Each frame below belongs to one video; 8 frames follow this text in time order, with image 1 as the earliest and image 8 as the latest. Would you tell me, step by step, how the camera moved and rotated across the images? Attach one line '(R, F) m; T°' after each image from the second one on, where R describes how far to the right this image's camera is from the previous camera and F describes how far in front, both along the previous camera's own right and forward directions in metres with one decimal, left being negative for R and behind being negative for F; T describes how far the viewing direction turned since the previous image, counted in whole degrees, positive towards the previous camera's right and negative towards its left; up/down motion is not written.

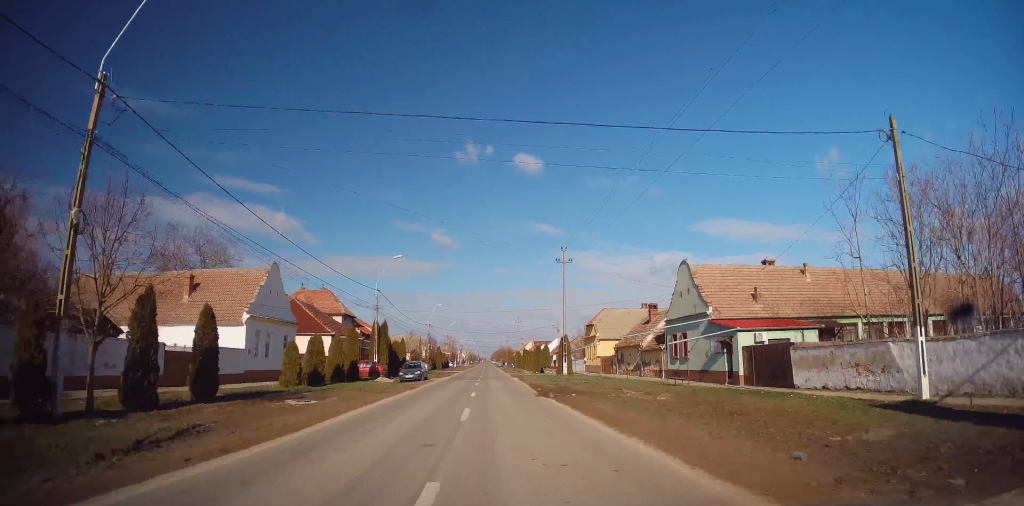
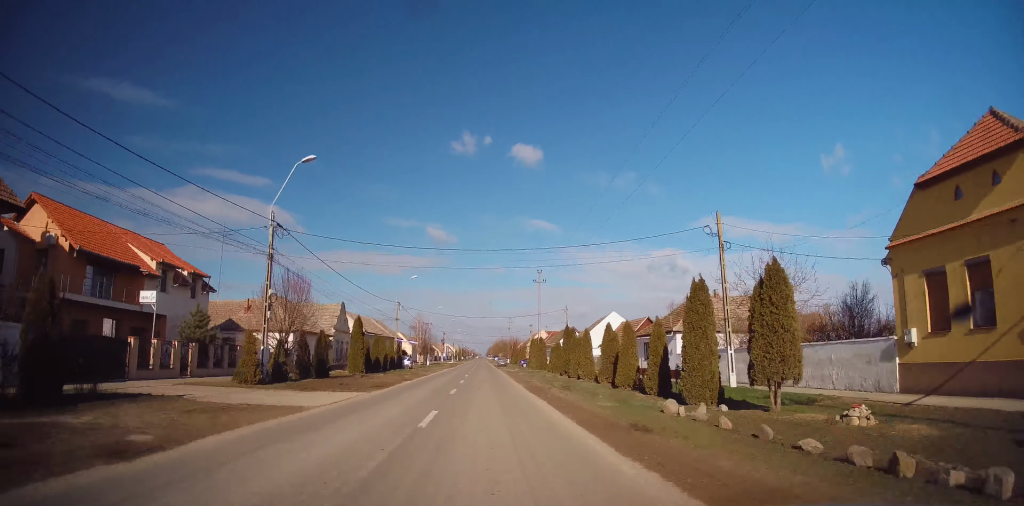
(+0.8, +62.8) m; 0°
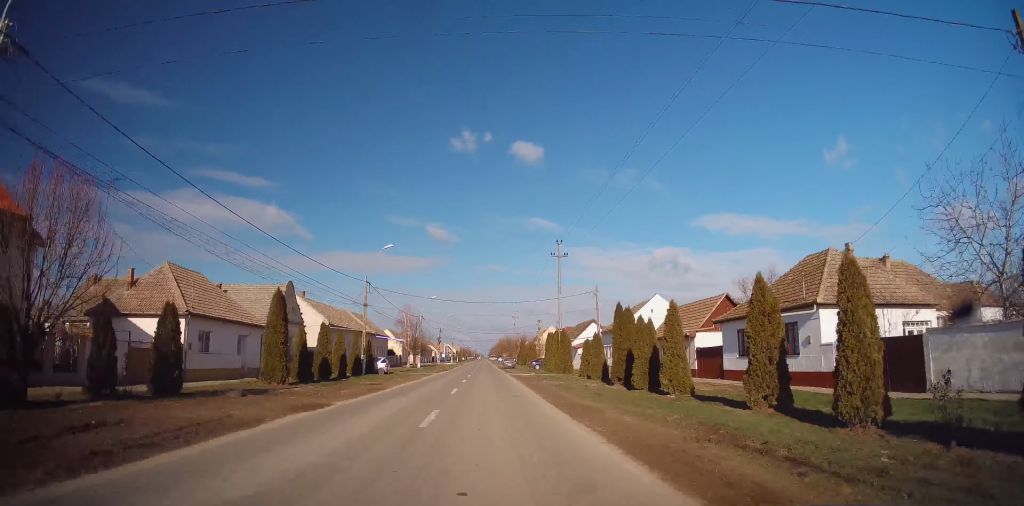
(-0.2, +17.3) m; 0°
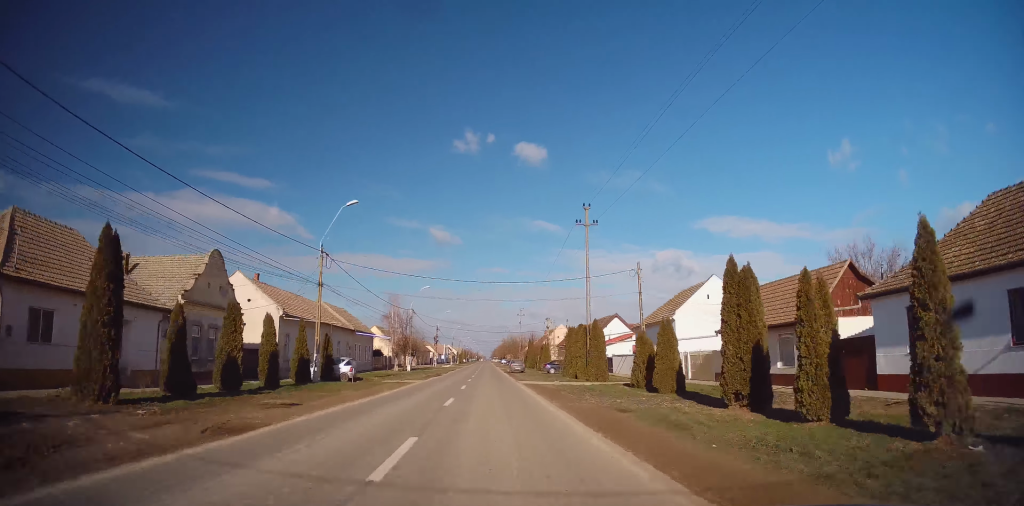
(0.0, +13.3) m; 0°
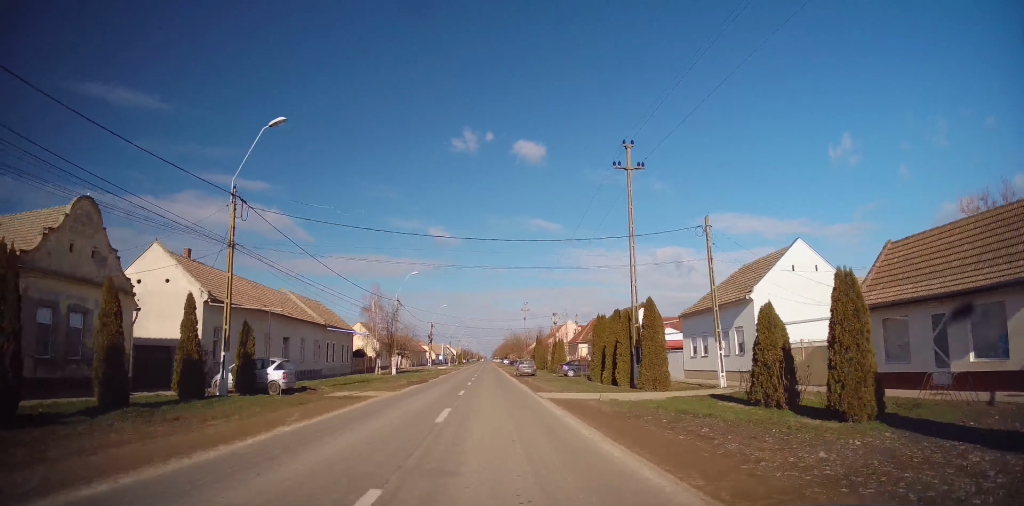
(+0.1, +11.9) m; 0°
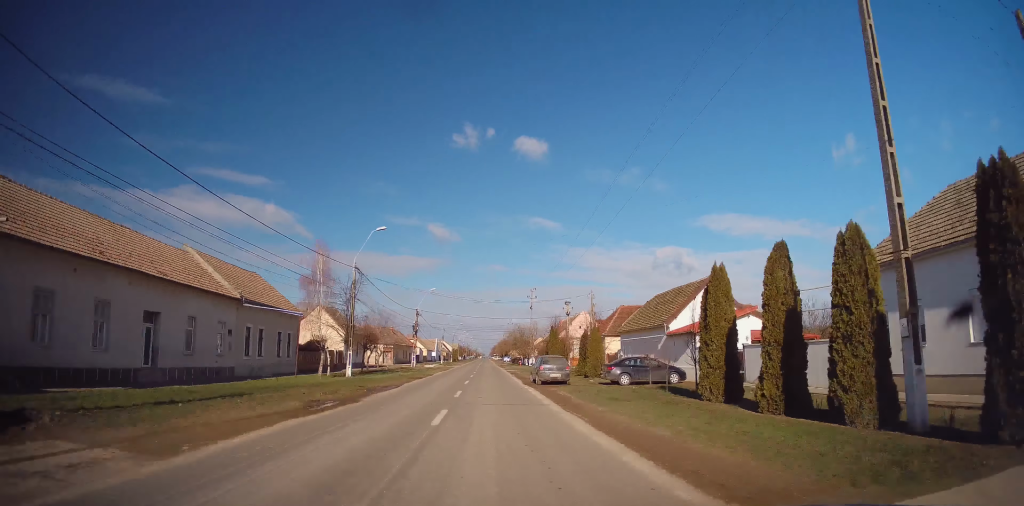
(-0.2, +18.4) m; -1°
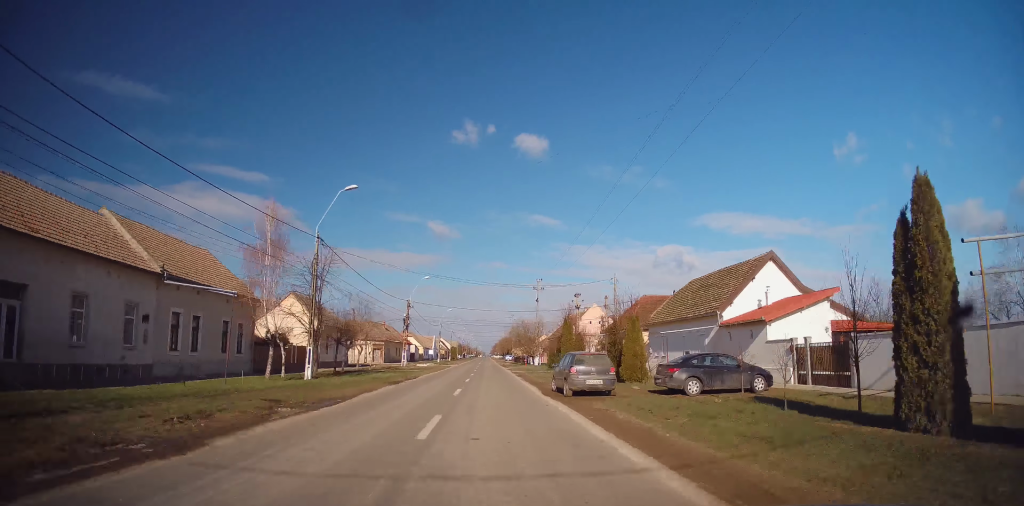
(0.0, +9.3) m; 0°
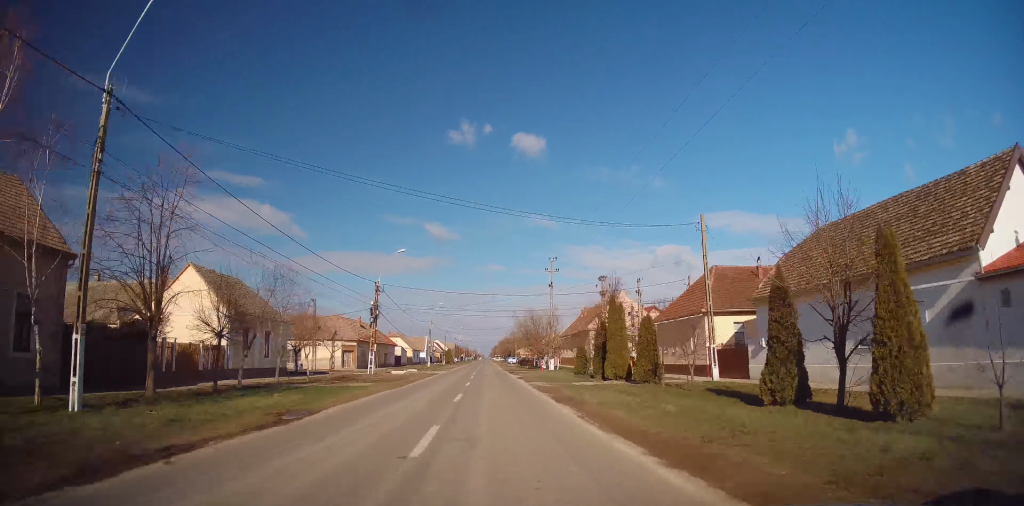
(0.0, +18.6) m; +1°
